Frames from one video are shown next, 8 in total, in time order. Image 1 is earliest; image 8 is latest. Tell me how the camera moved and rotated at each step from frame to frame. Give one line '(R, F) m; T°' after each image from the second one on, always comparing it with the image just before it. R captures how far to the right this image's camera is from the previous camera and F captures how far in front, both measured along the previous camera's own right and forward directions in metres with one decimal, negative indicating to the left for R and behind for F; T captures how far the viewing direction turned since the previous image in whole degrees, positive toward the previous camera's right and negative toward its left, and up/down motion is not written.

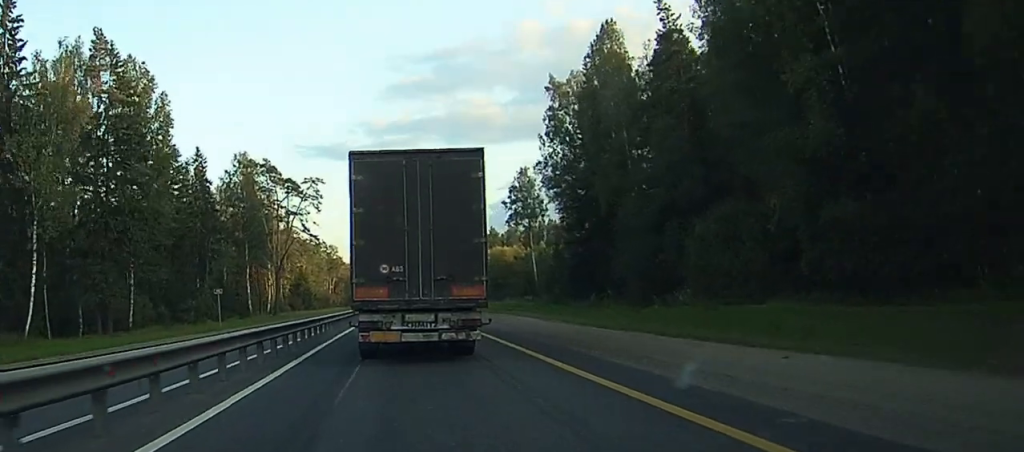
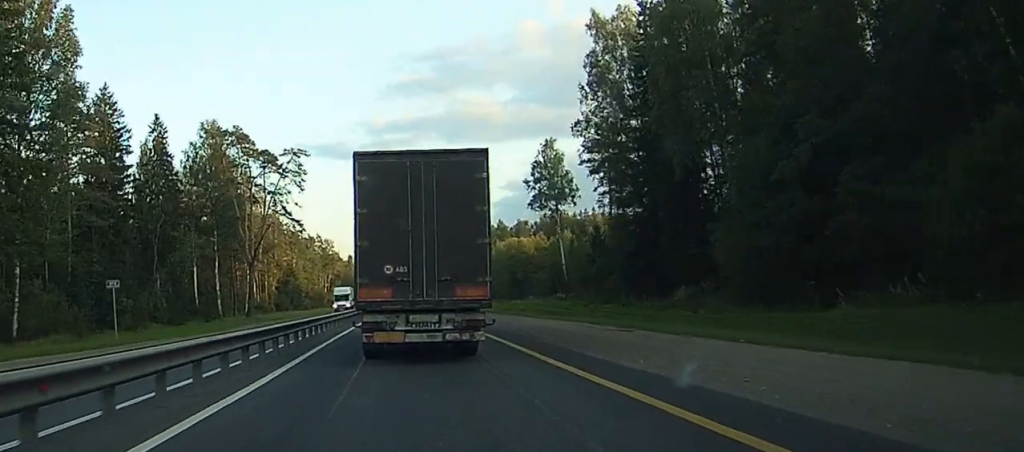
(+0.2, +27.9) m; +1°
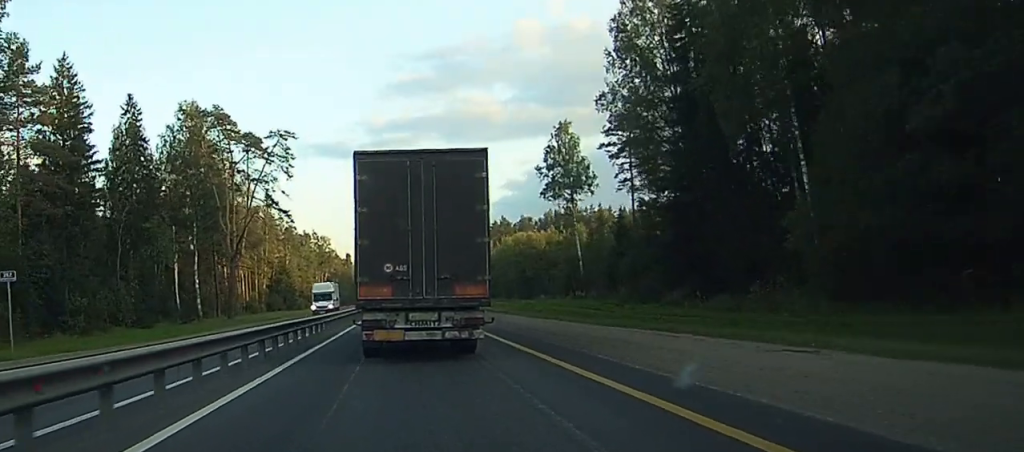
(+0.1, +10.7) m; 0°
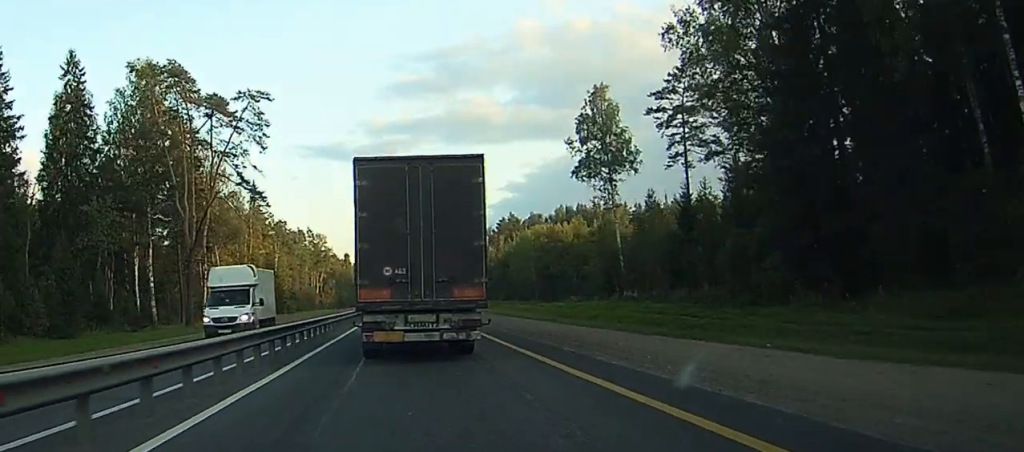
(0.0, +18.5) m; 0°
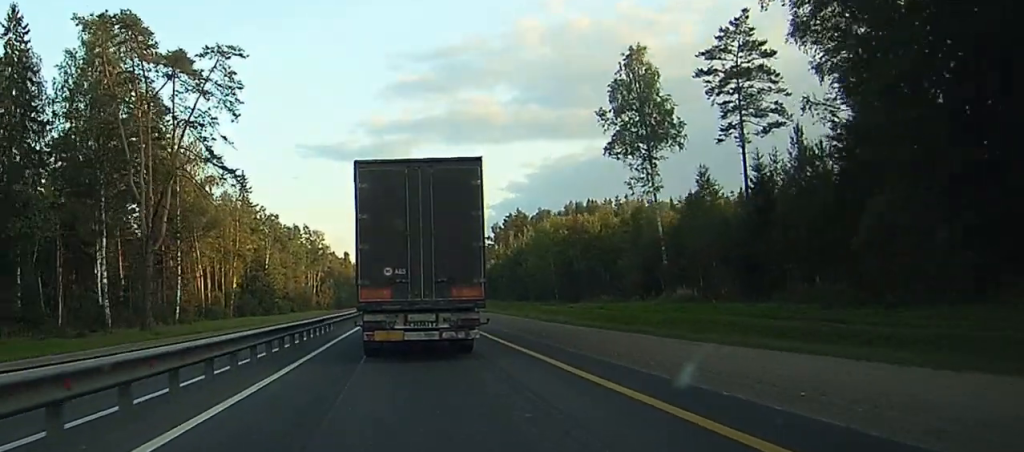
(0.0, +13.8) m; 0°
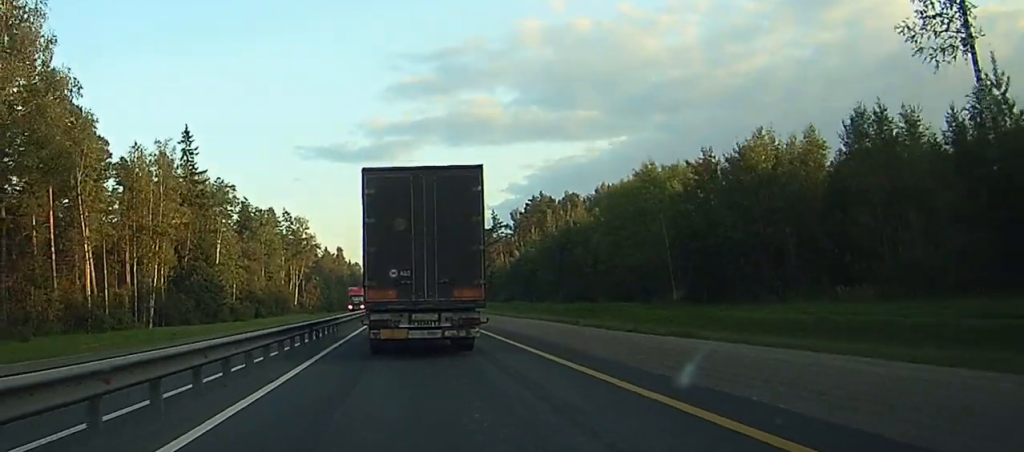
(+0.2, +55.4) m; +1°
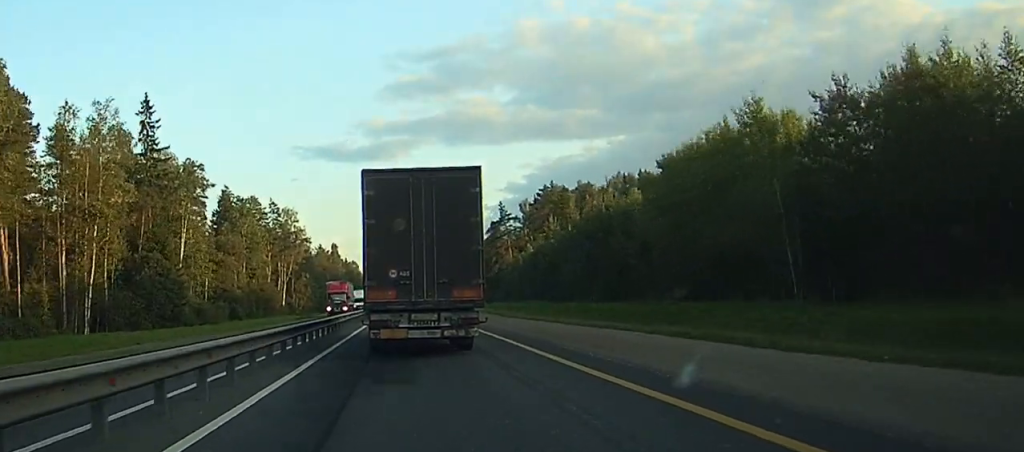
(+0.1, +23.8) m; 0°
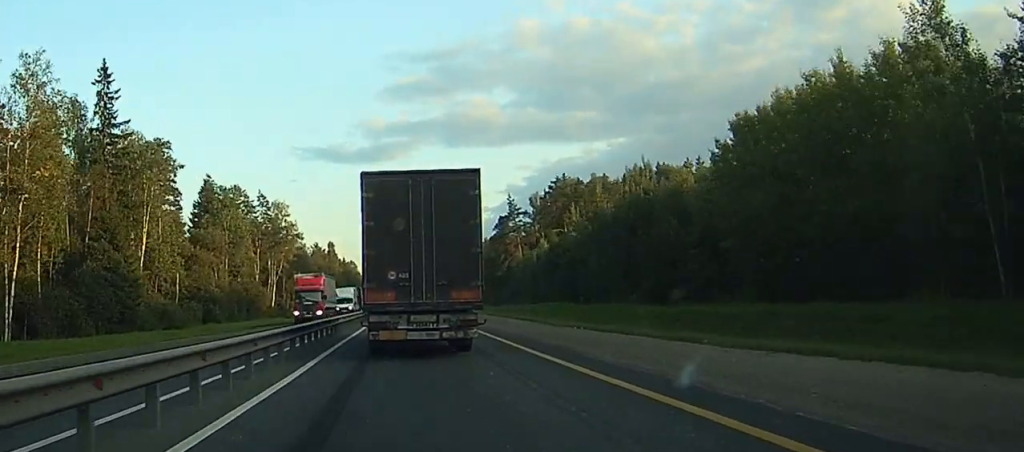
(0.0, +18.3) m; 0°
